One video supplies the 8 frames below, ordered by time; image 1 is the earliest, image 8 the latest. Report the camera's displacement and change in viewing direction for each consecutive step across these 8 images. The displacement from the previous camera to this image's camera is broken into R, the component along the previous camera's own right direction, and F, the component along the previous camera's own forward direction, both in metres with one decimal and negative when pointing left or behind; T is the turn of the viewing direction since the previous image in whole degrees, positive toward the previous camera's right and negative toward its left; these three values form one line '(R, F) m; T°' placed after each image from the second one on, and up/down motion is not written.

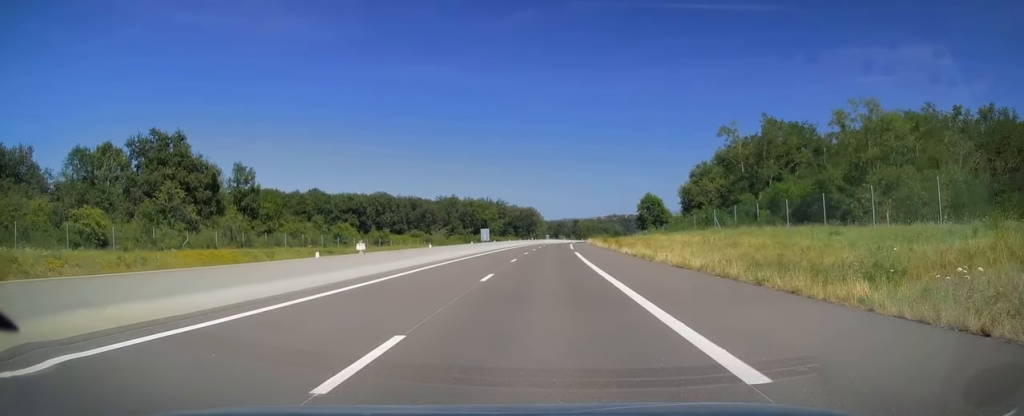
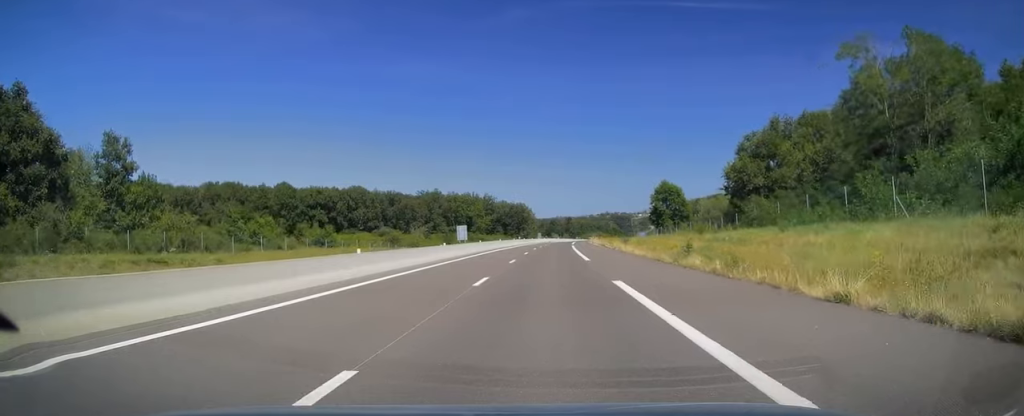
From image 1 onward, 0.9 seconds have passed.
(+0.2, +28.0) m; +1°
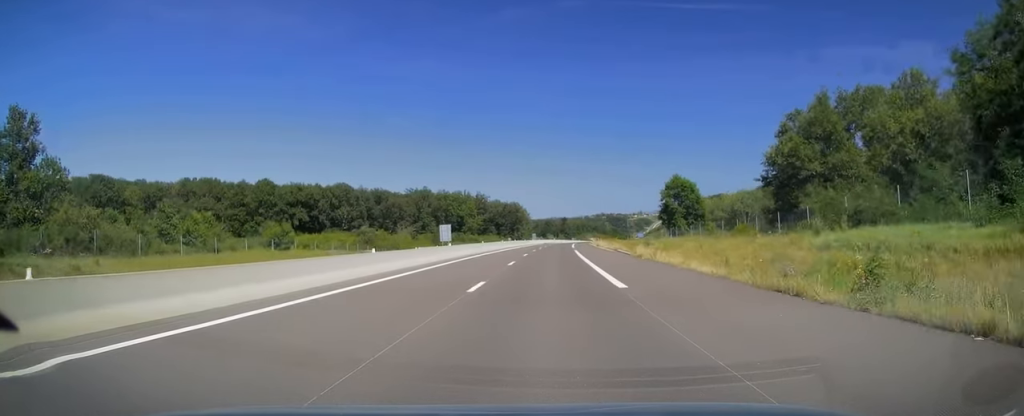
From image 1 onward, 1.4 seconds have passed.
(+0.1, +14.3) m; 0°
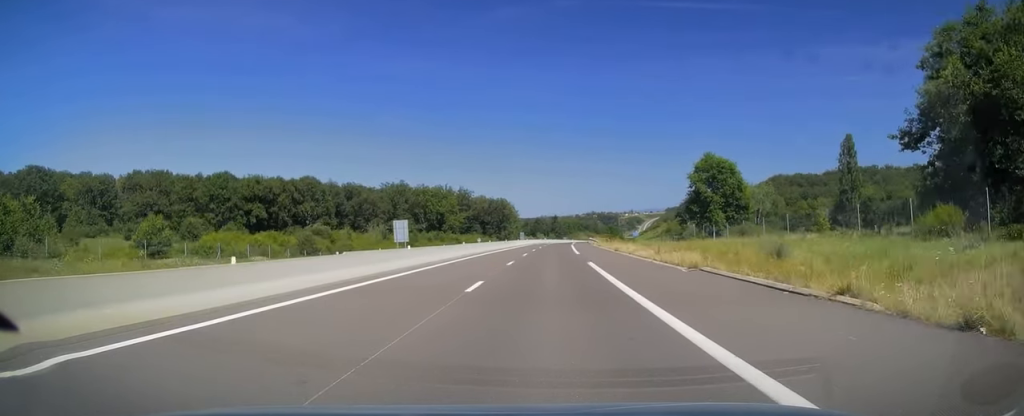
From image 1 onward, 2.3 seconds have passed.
(+0.1, +26.1) m; 0°
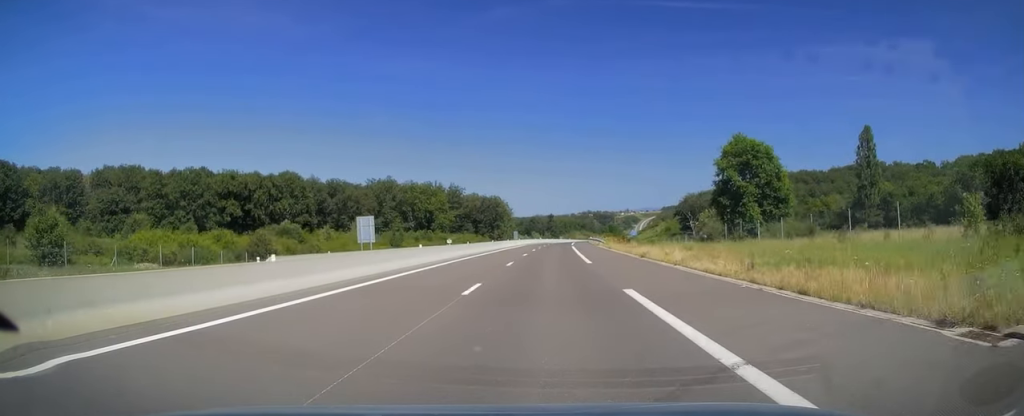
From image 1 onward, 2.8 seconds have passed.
(0.0, +13.8) m; 0°
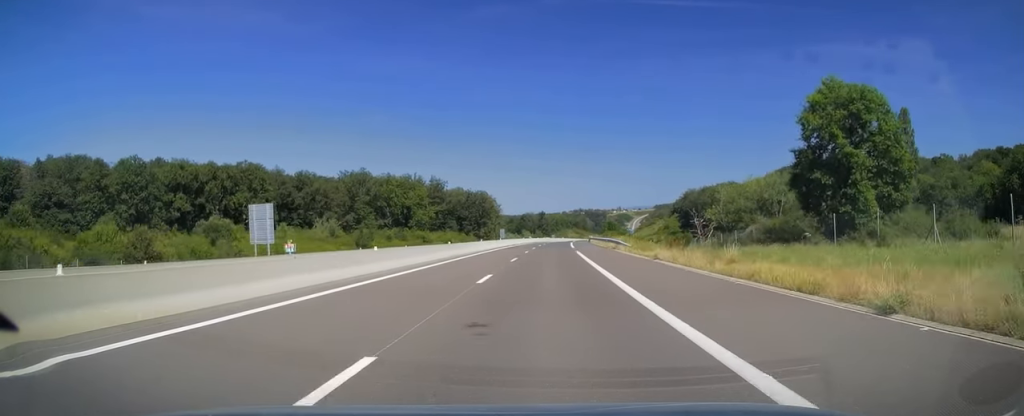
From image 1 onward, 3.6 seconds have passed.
(-0.2, +23.2) m; +1°
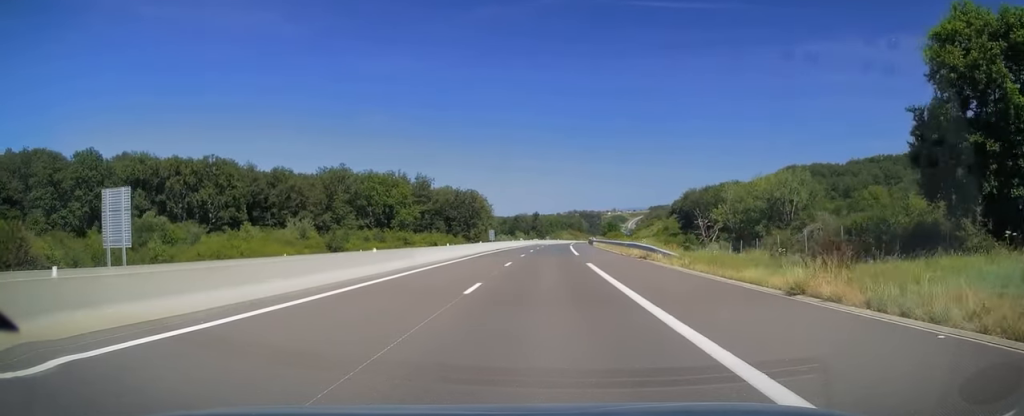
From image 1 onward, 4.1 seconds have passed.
(+0.5, +15.8) m; +1°
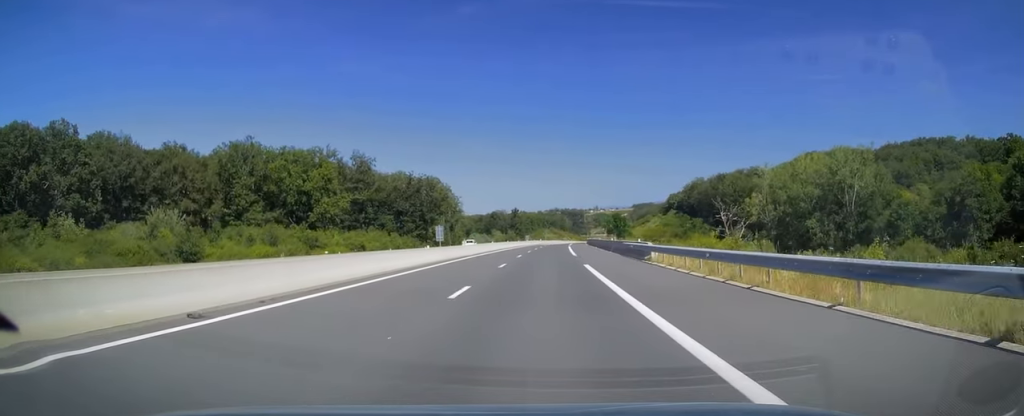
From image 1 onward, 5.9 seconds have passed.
(+0.8, +52.5) m; +1°
